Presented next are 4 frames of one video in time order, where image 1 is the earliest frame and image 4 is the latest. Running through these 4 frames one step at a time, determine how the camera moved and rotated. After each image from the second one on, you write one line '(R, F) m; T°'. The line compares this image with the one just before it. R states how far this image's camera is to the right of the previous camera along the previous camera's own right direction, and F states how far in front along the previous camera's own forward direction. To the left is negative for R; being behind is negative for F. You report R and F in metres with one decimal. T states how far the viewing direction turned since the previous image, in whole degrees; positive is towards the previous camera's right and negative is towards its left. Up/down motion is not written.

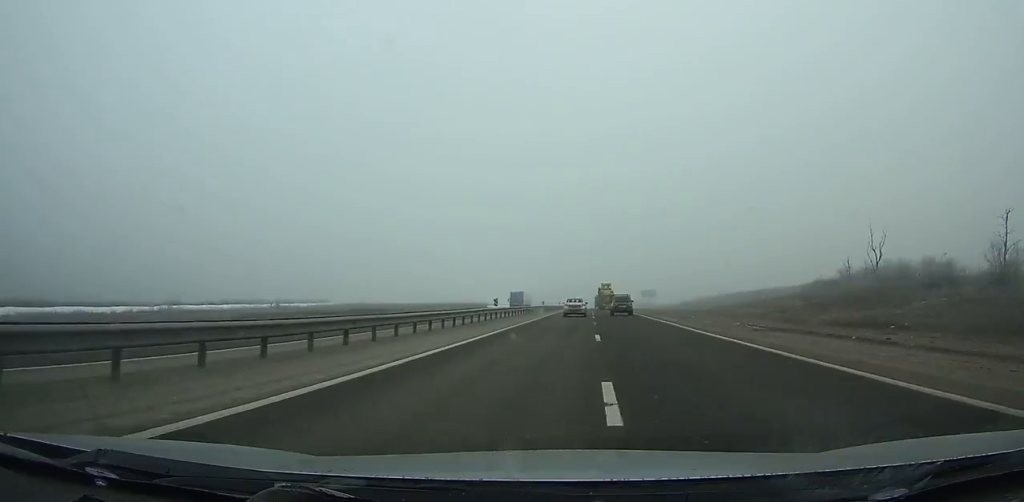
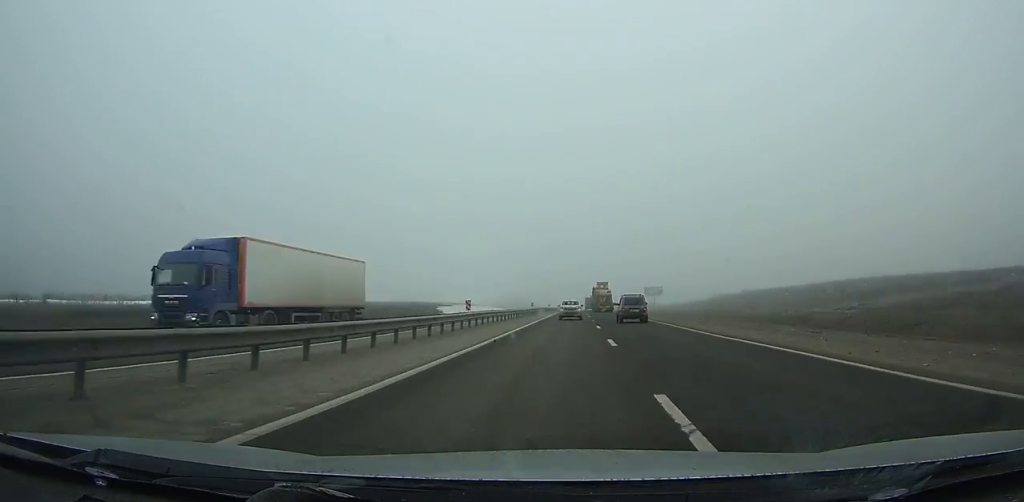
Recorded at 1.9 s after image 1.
(0.0, +48.5) m; 0°
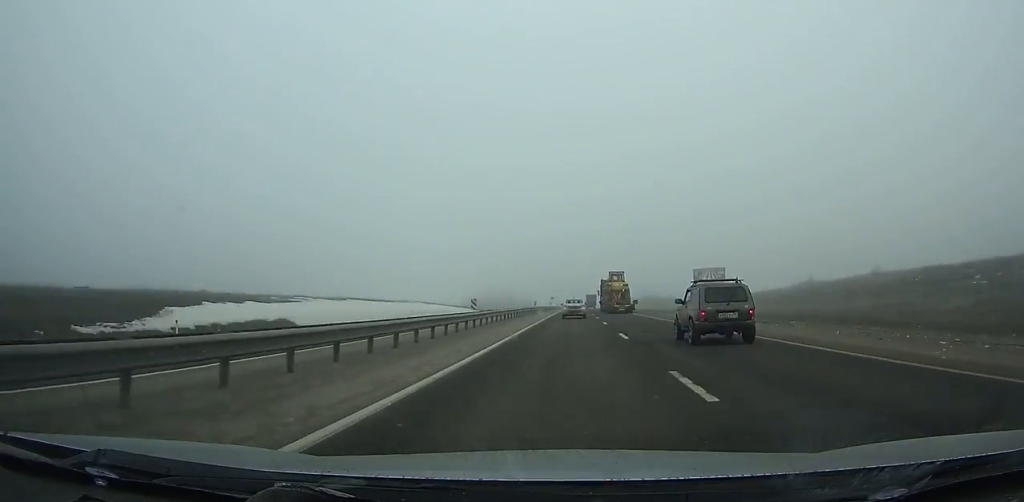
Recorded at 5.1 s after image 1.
(+0.2, +82.8) m; 0°
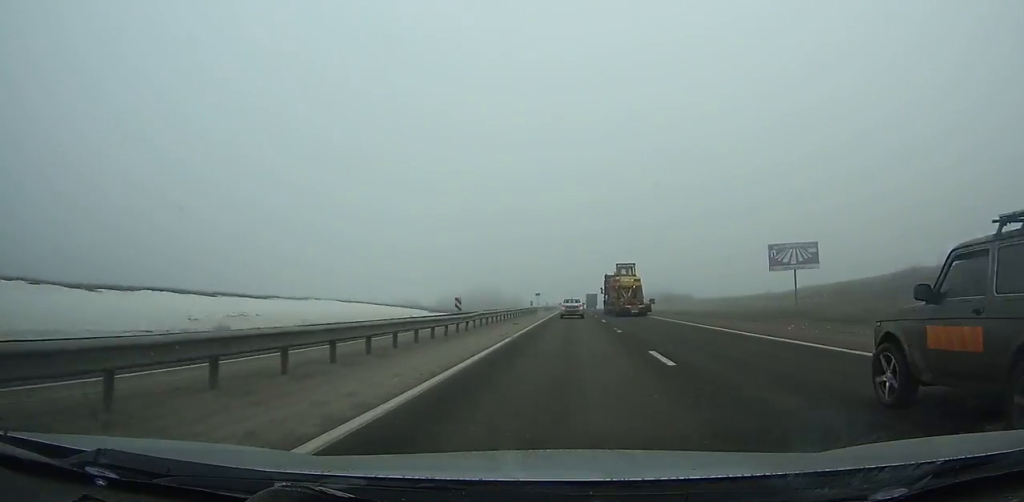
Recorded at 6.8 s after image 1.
(0.0, +44.5) m; 0°
